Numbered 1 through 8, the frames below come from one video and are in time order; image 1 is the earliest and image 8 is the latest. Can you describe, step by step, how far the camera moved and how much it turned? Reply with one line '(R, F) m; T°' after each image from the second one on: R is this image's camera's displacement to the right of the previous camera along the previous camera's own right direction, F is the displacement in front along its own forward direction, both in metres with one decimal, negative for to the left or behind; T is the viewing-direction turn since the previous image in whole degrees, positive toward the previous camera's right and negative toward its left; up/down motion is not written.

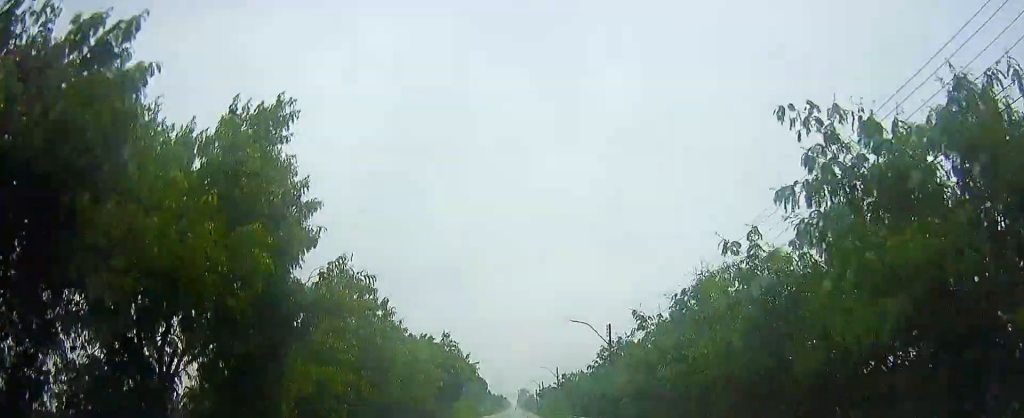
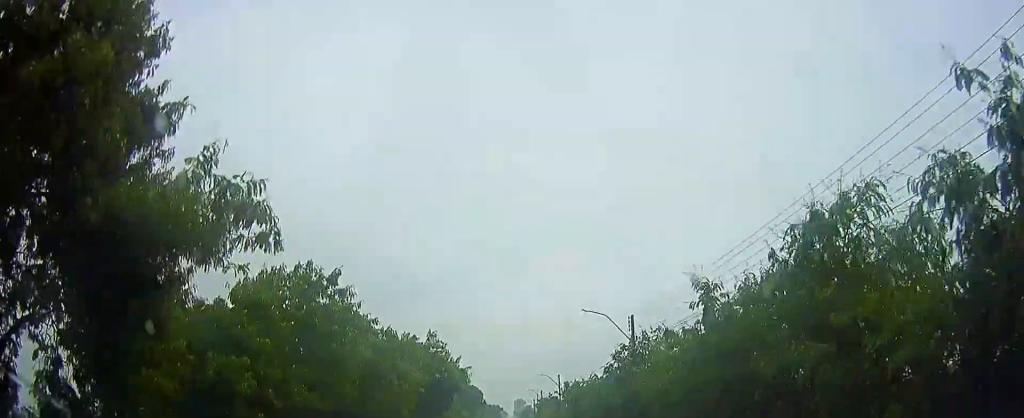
(-0.1, +7.1) m; -1°
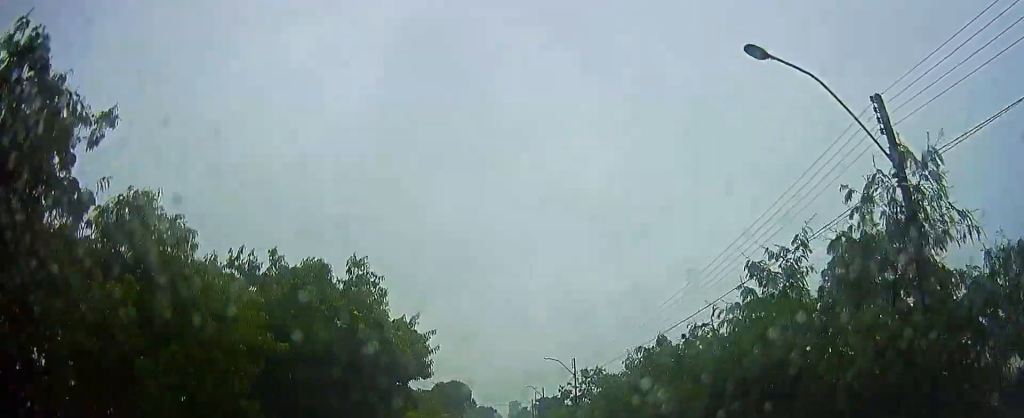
(-0.2, +20.3) m; -1°
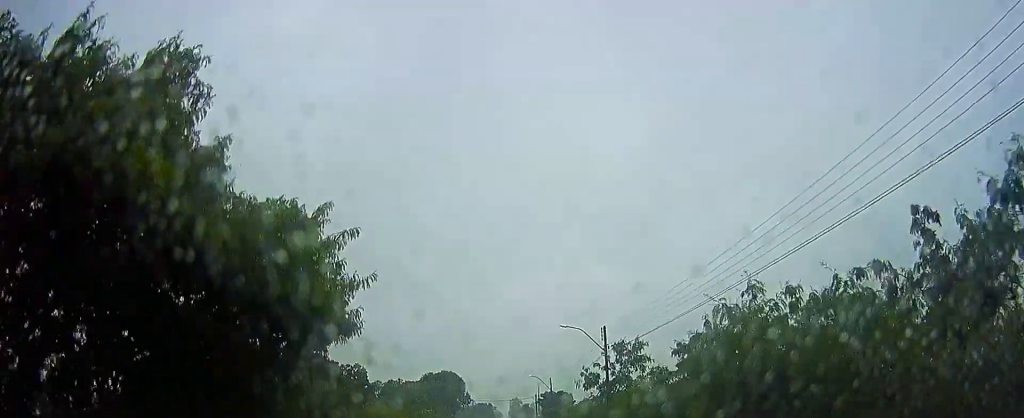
(0.0, +14.1) m; -1°
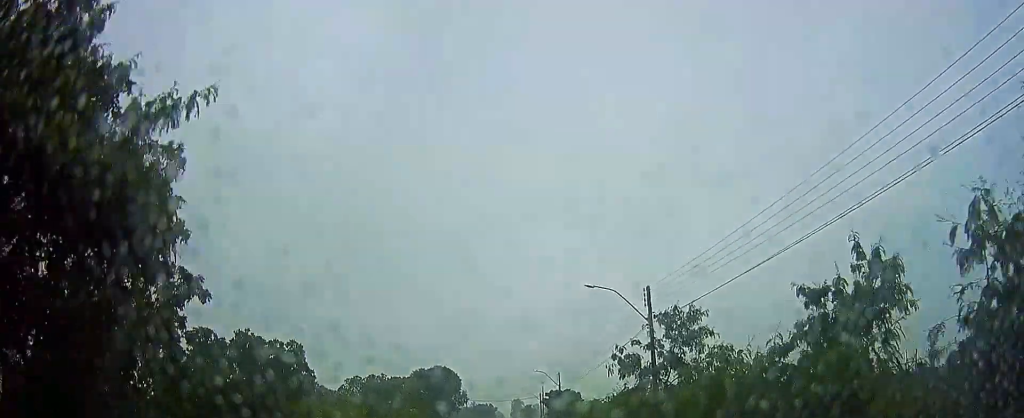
(-0.1, +9.7) m; +1°
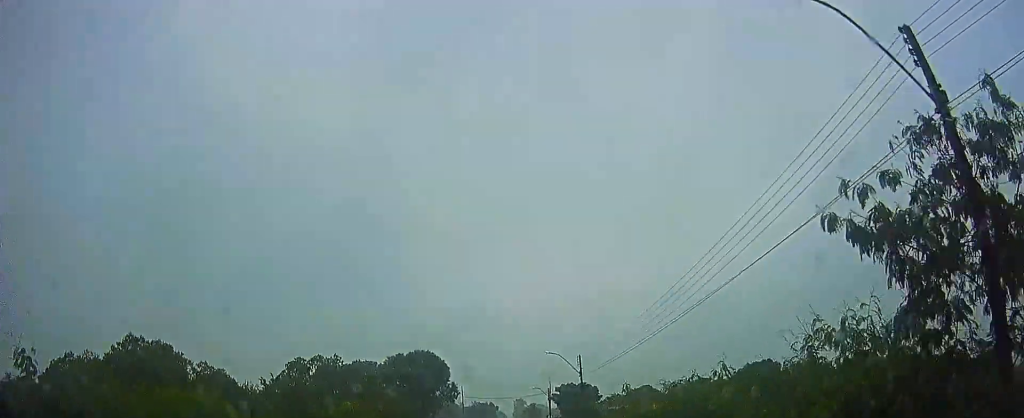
(+0.2, +16.0) m; +1°
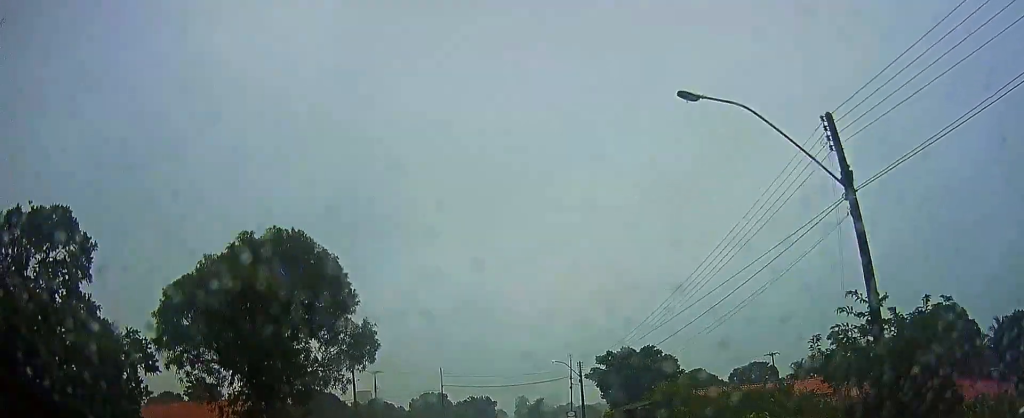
(-0.7, +35.7) m; -1°
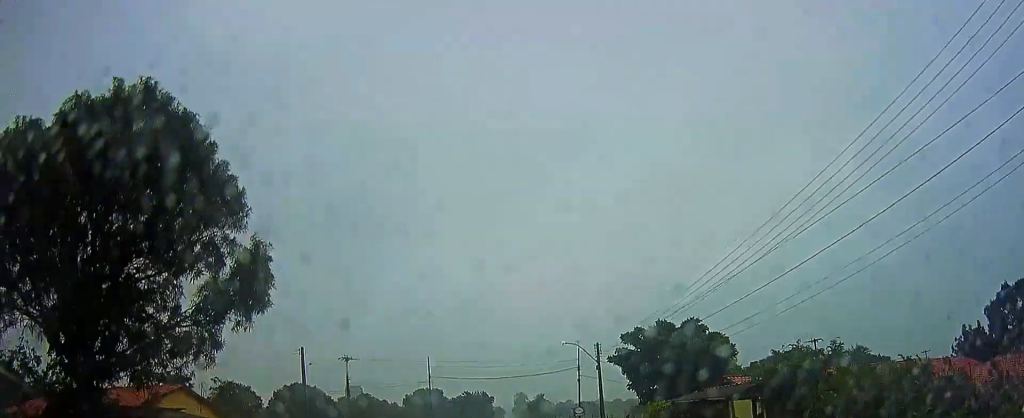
(-0.1, +10.2) m; +1°
